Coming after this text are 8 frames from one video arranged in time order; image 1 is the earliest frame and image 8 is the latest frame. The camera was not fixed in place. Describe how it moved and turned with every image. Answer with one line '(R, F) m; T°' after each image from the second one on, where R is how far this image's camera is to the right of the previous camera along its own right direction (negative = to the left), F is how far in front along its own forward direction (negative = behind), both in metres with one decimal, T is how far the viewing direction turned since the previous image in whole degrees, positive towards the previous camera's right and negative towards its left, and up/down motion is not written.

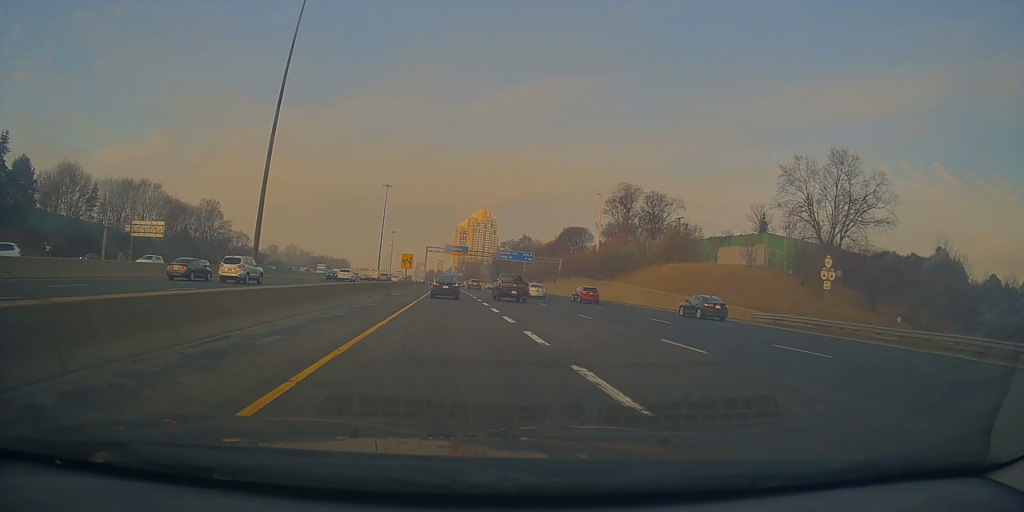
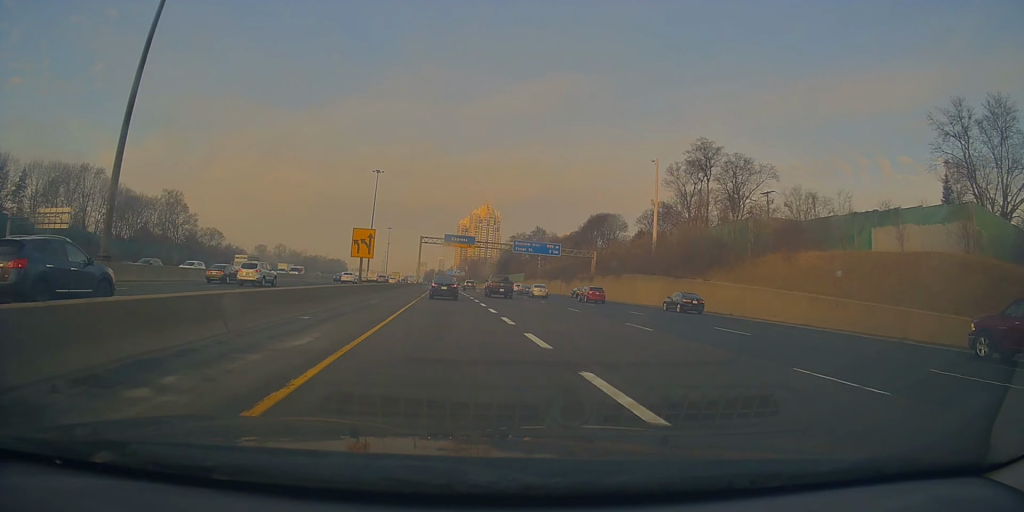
(+0.2, +30.7) m; +1°
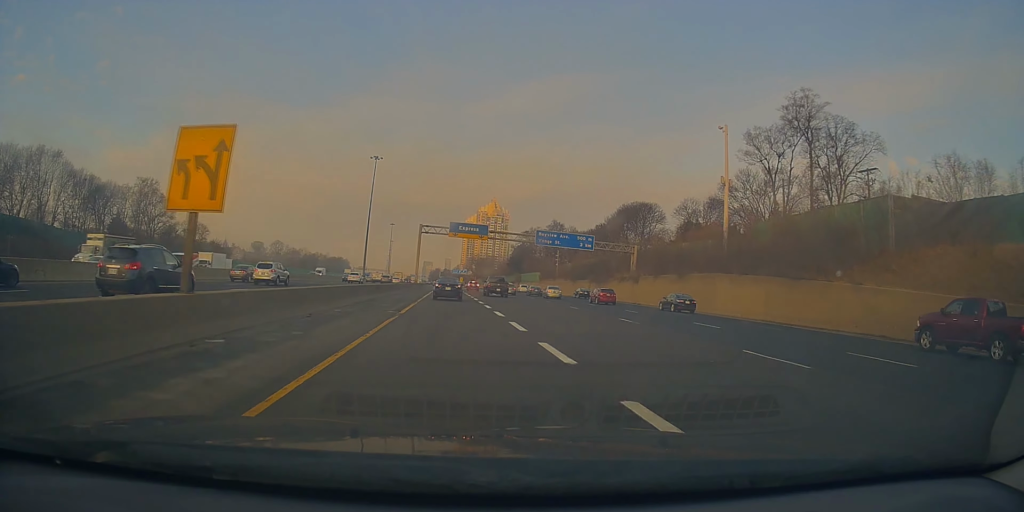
(+0.2, +19.9) m; -1°
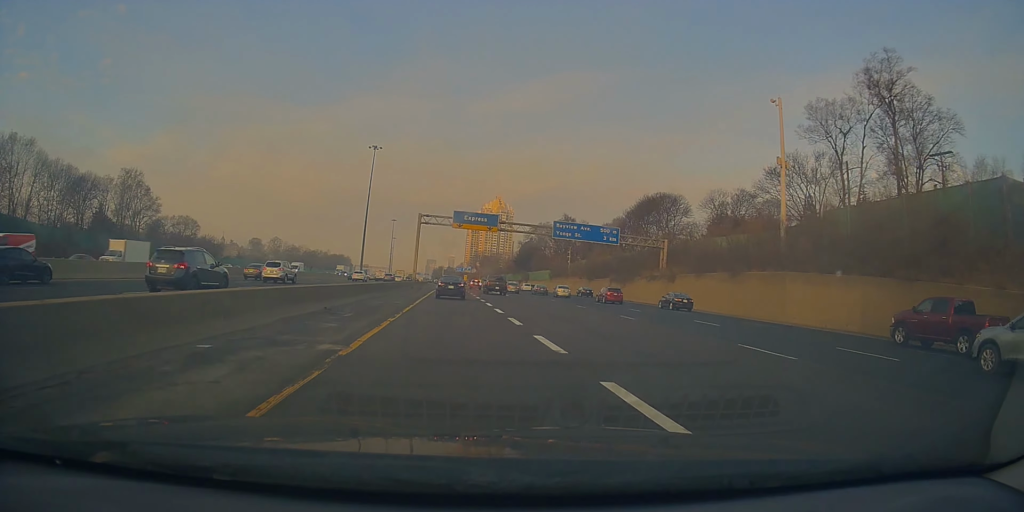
(-0.5, +10.9) m; -1°
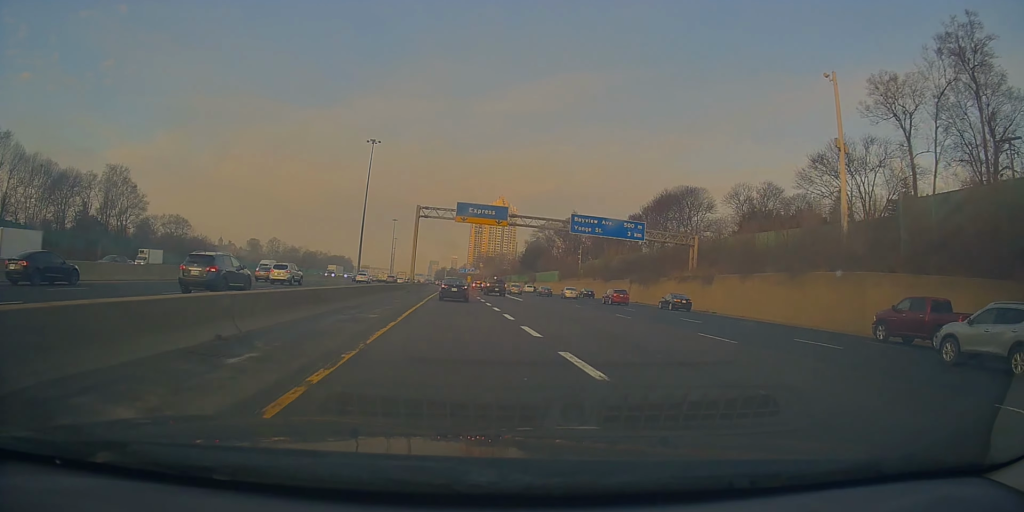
(-0.1, +8.8) m; 0°
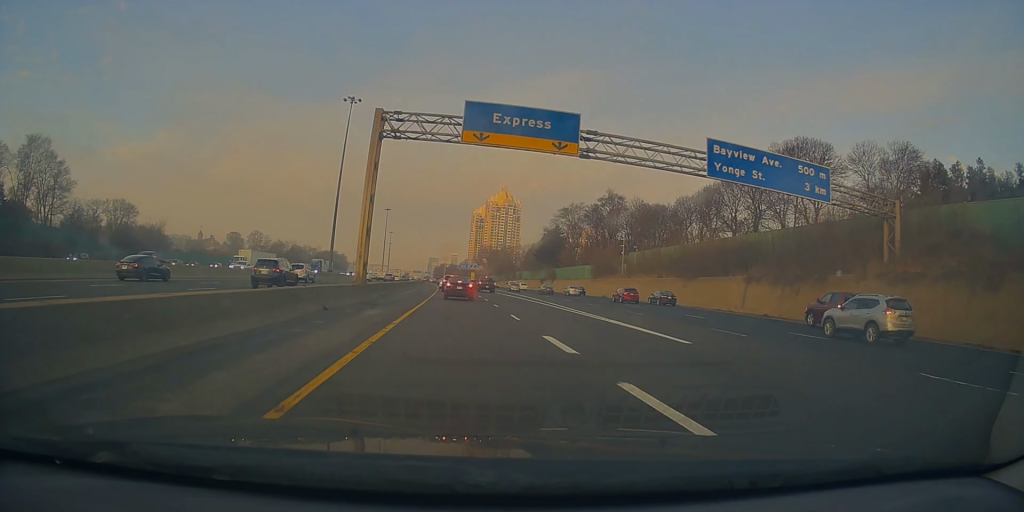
(+0.6, +33.6) m; +1°
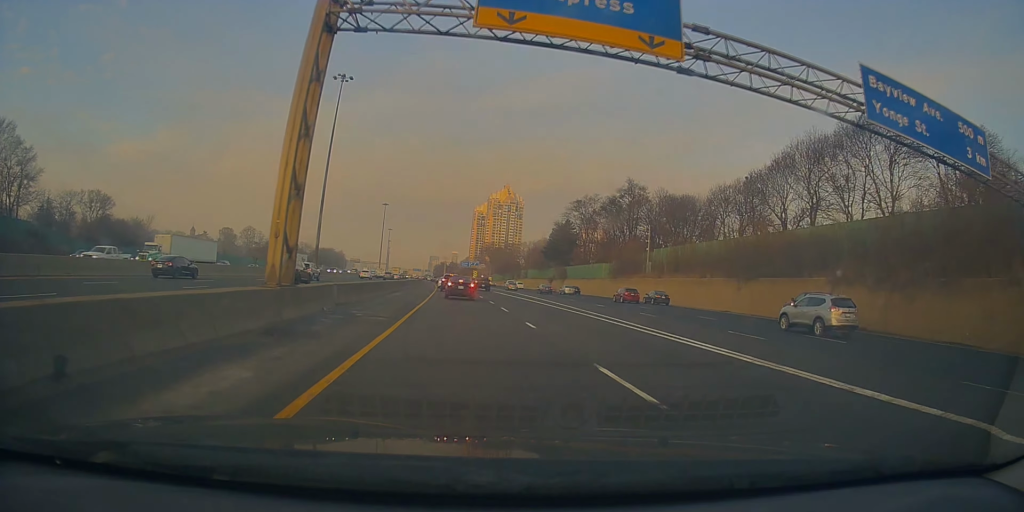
(0.0, +12.7) m; 0°
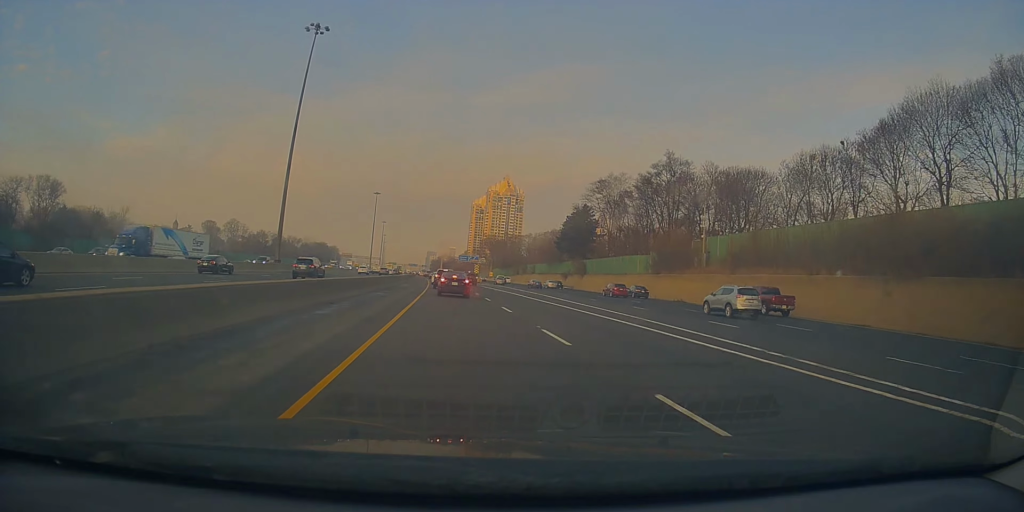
(-0.2, +20.6) m; 0°
